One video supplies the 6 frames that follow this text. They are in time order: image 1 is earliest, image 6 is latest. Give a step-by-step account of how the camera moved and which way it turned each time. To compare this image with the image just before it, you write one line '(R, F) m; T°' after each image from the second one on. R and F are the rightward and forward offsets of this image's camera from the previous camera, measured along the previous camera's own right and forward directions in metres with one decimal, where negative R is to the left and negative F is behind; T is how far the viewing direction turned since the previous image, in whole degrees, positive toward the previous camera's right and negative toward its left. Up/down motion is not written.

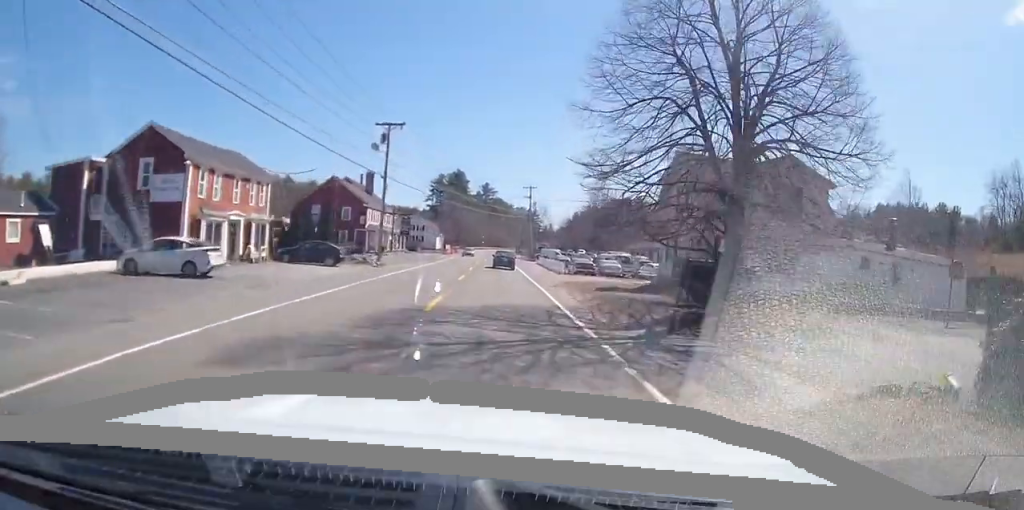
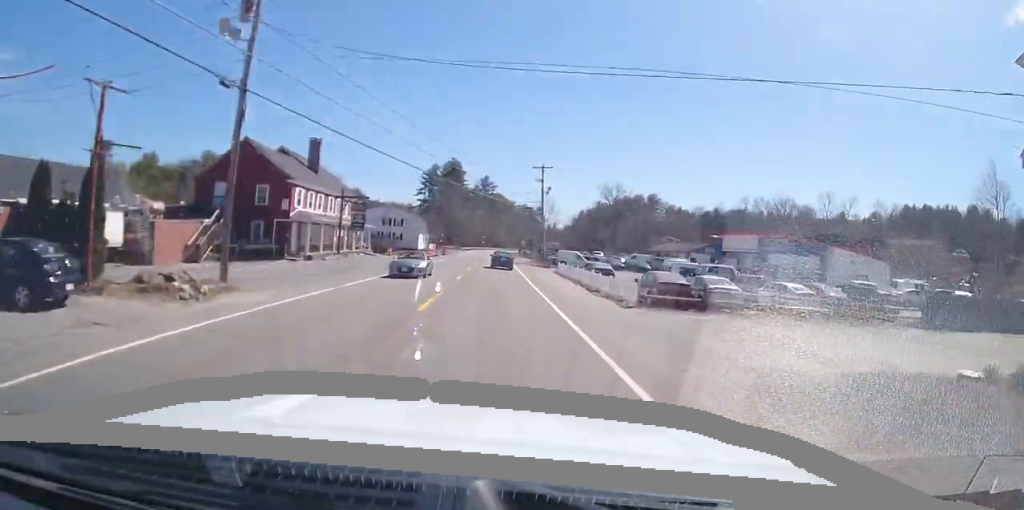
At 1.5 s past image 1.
(-0.3, +24.9) m; -2°
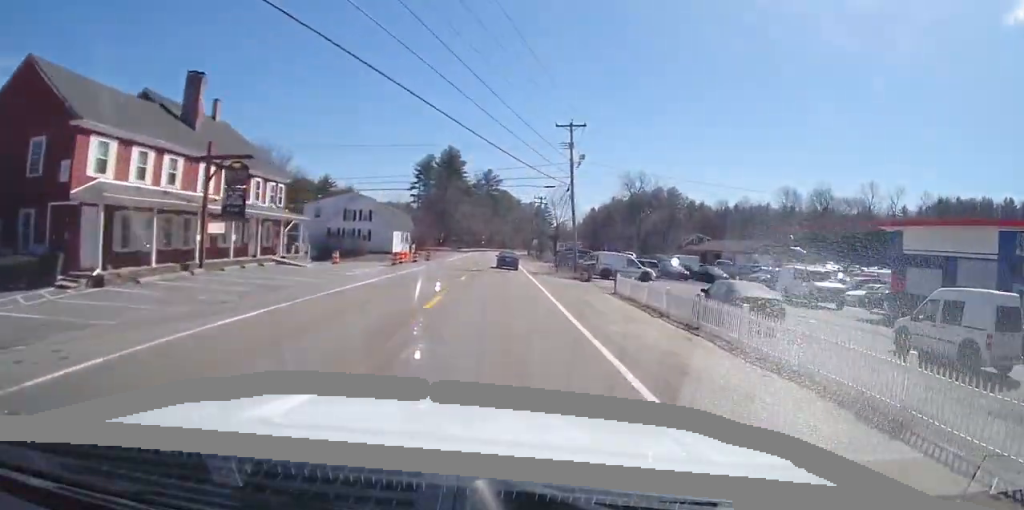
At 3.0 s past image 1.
(-0.1, +25.0) m; 0°
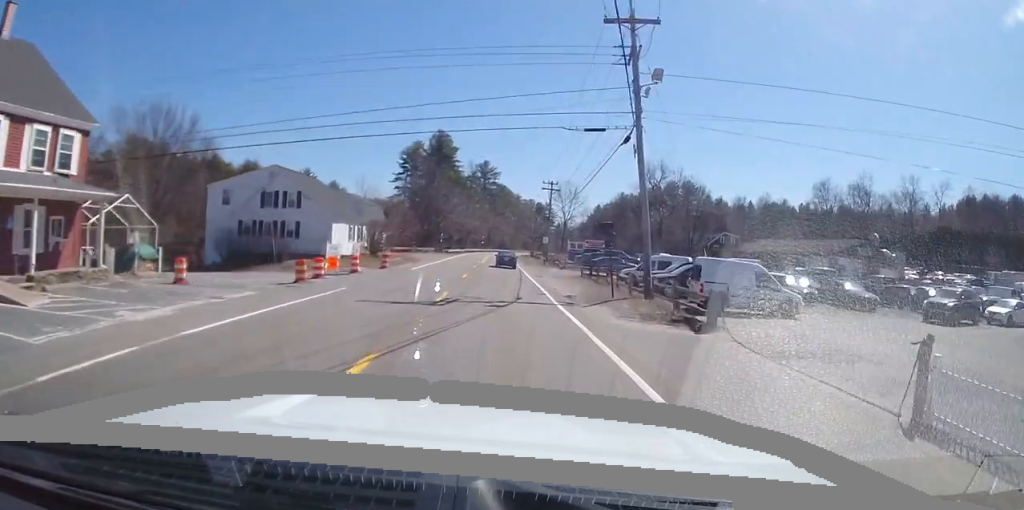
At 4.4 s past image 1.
(0.0, +22.4) m; 0°
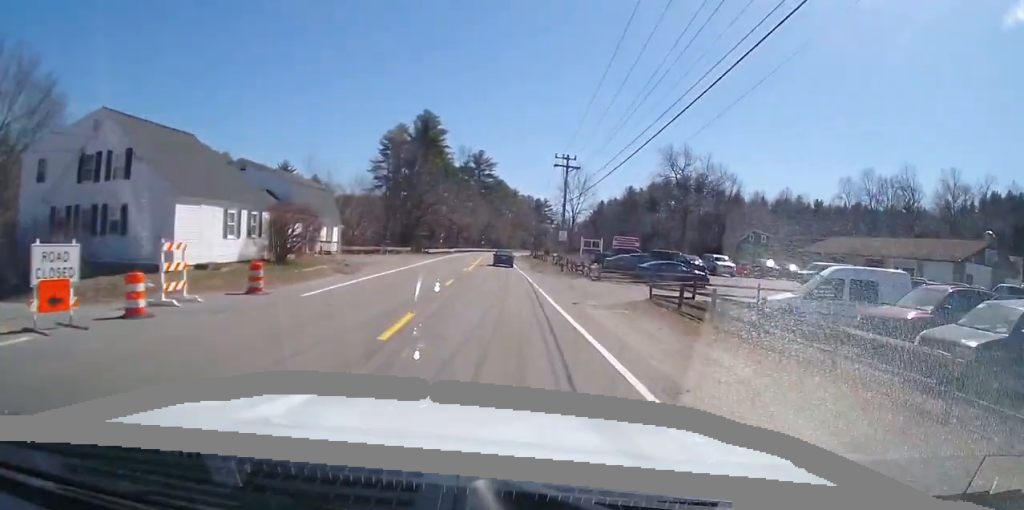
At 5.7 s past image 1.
(-0.1, +19.8) m; 0°
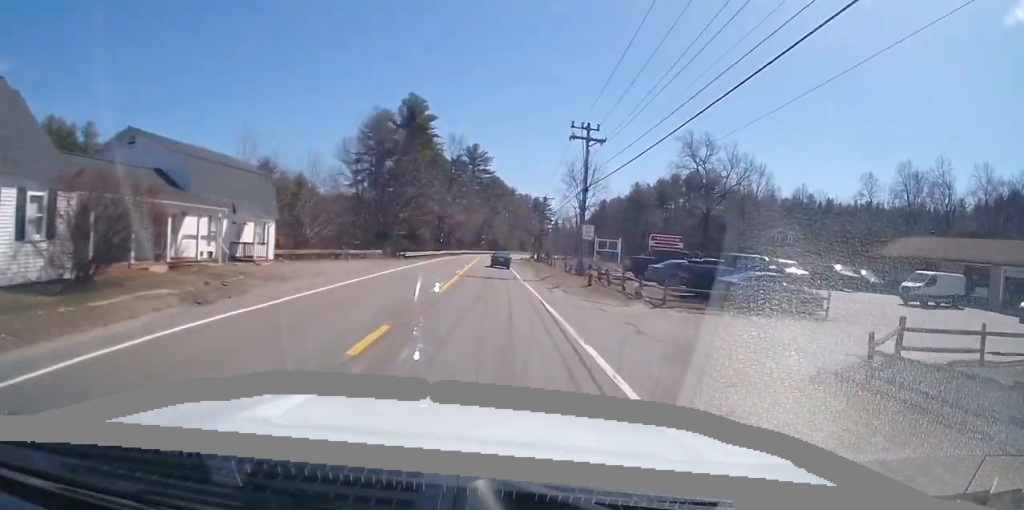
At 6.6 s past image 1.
(0.0, +13.6) m; 0°
